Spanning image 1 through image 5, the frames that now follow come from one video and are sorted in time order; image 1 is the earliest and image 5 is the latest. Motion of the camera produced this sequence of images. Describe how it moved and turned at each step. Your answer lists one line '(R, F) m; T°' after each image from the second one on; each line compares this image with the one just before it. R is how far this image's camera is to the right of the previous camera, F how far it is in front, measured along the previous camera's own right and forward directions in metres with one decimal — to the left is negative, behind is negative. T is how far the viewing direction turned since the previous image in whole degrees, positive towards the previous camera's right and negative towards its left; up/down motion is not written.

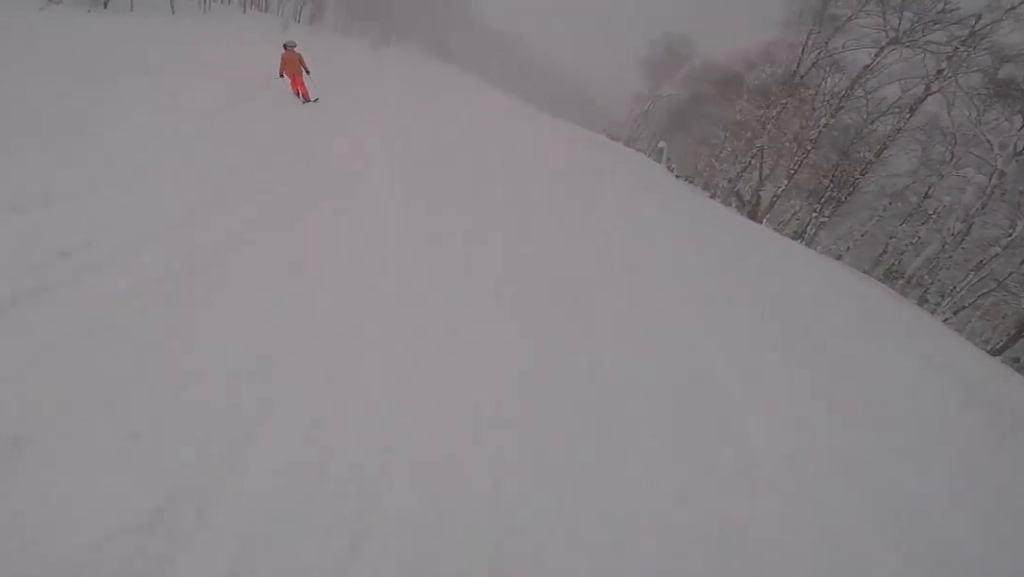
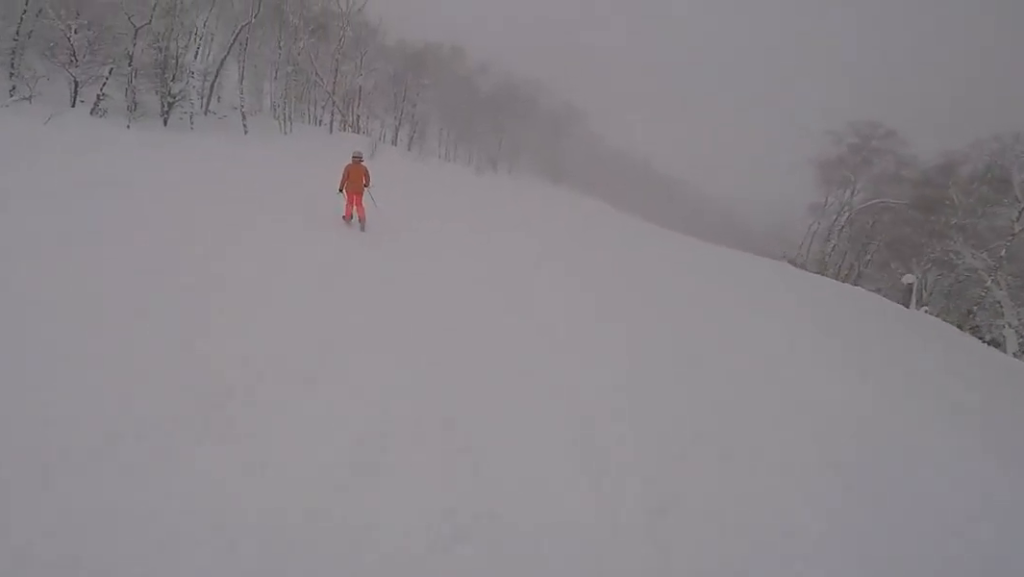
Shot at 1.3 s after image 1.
(-1.6, +11.0) m; -13°
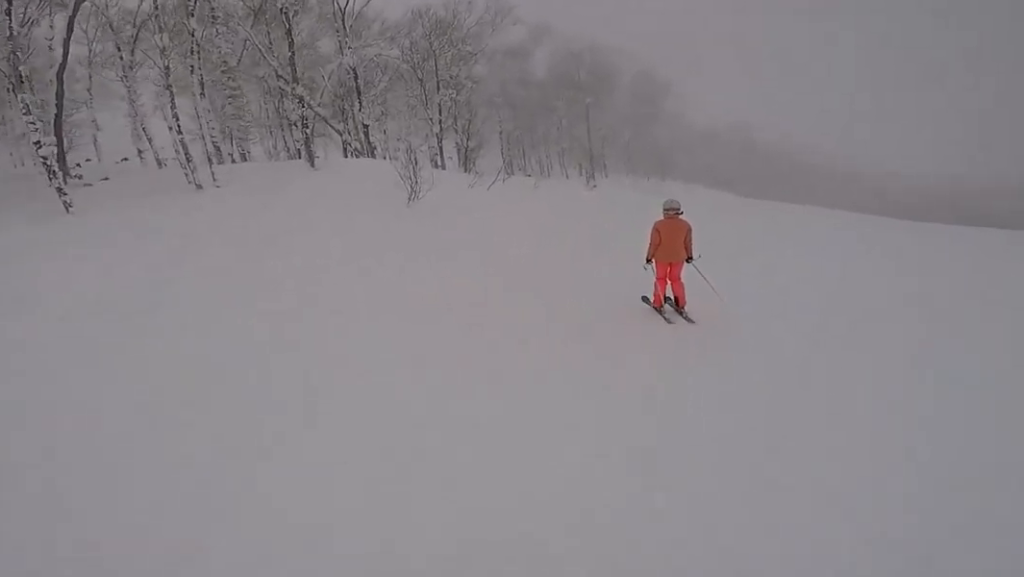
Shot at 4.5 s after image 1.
(-3.2, +23.8) m; 0°
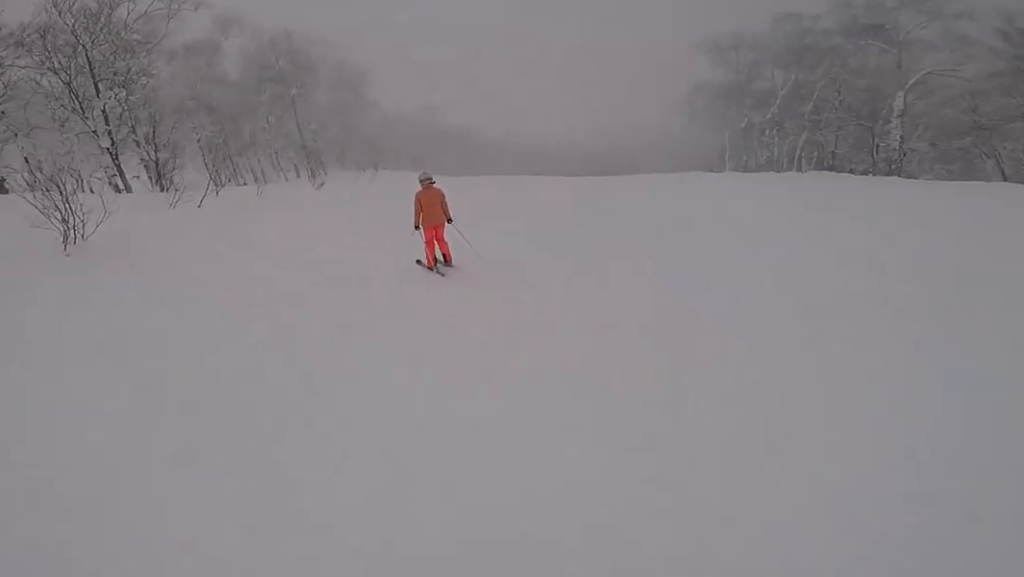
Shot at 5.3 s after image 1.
(+0.9, +5.2) m; +21°
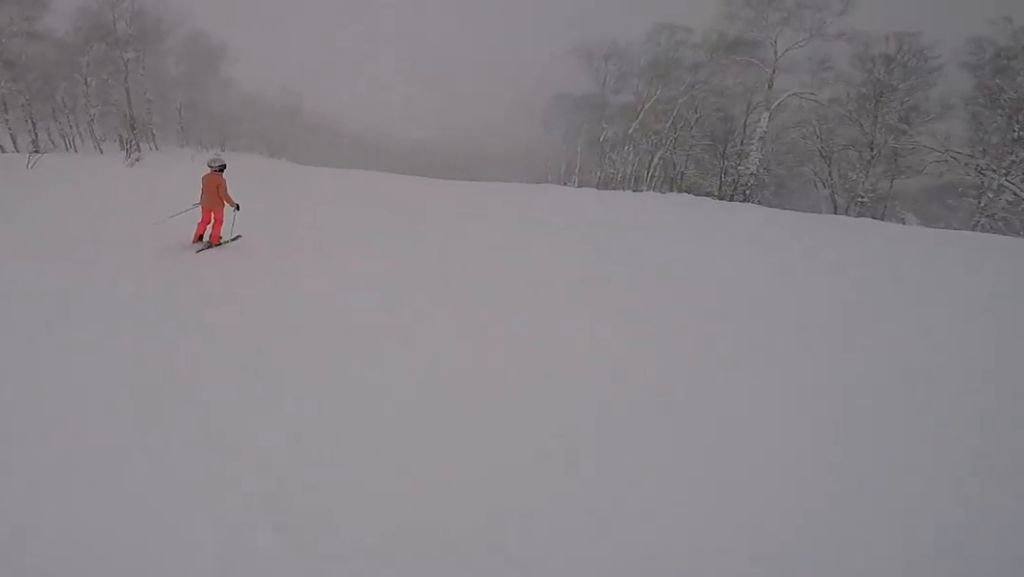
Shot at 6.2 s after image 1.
(+1.4, +5.2) m; +17°
